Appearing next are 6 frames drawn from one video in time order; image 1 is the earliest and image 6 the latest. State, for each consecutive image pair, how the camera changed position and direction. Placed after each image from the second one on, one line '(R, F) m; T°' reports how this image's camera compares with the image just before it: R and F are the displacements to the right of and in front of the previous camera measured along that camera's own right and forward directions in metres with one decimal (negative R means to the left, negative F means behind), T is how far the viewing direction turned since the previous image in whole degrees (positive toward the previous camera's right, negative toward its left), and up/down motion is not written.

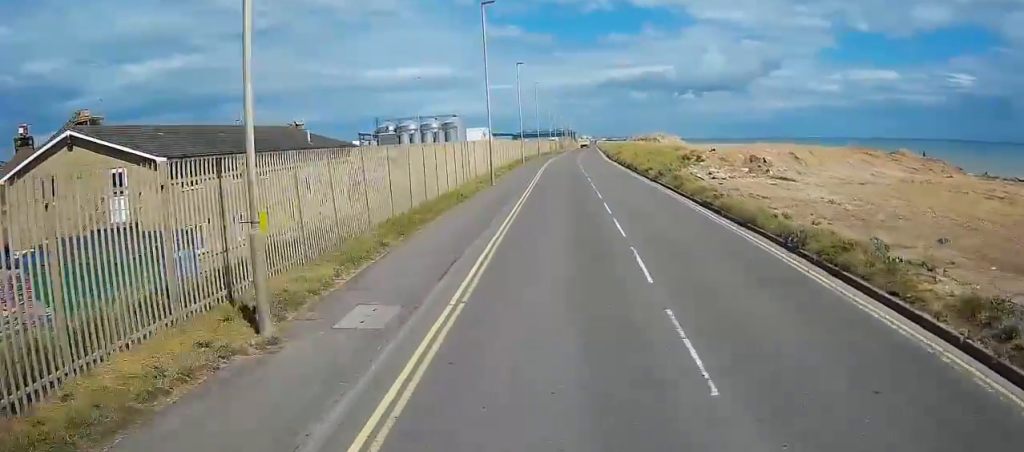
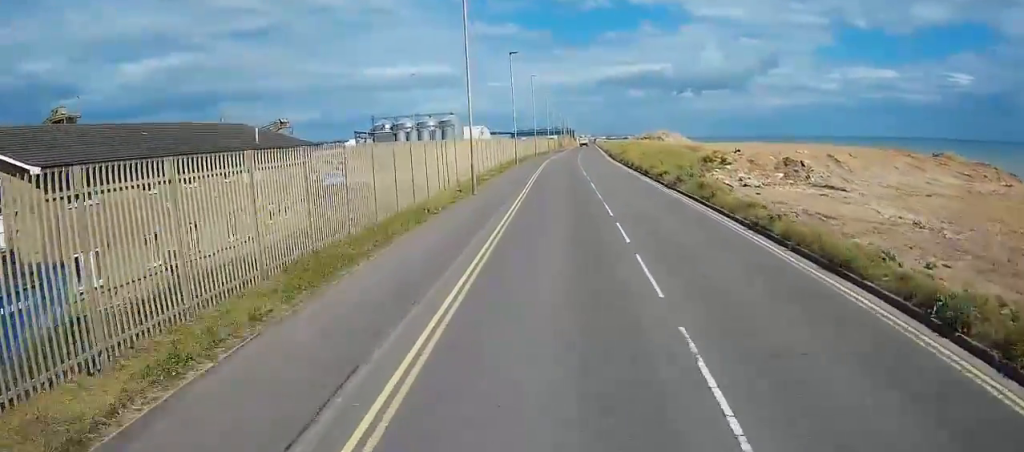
(-0.2, +7.4) m; -1°
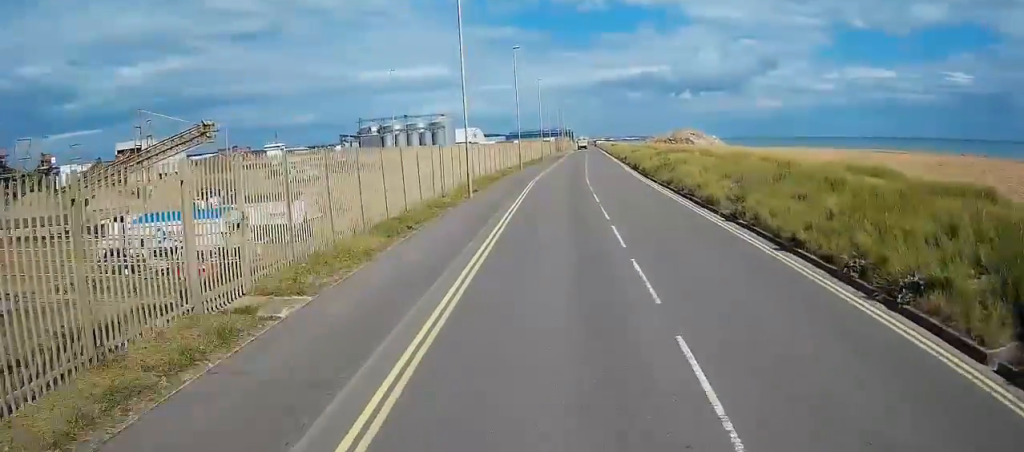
(+0.5, +29.4) m; +3°
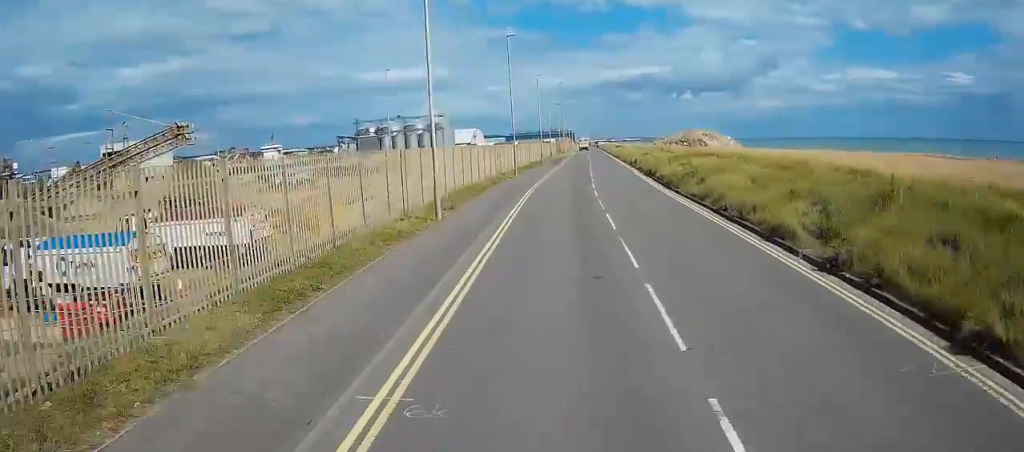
(0.0, +8.0) m; +1°
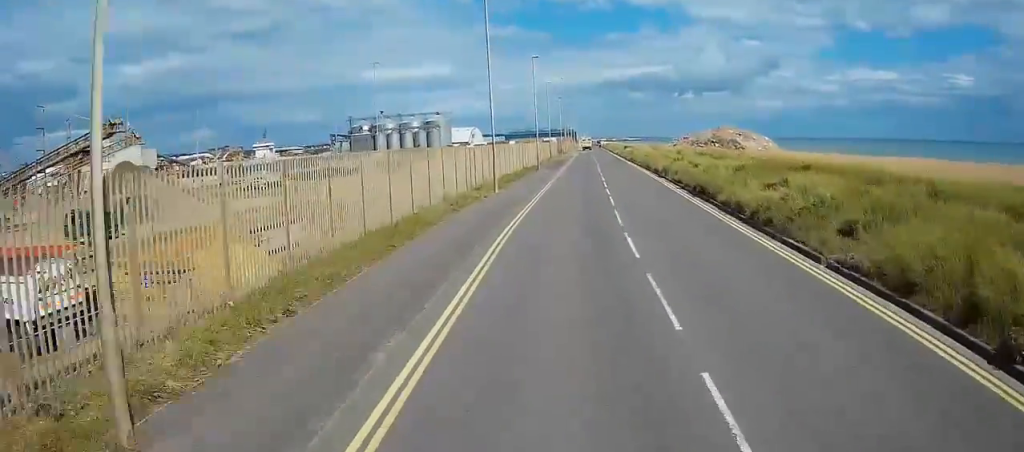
(+0.3, +16.8) m; +2°
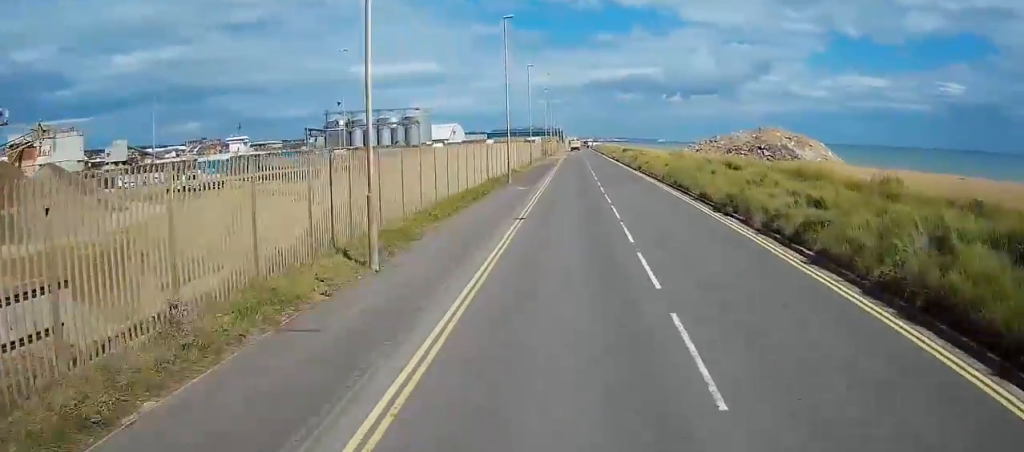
(+0.4, +21.3) m; +1°
